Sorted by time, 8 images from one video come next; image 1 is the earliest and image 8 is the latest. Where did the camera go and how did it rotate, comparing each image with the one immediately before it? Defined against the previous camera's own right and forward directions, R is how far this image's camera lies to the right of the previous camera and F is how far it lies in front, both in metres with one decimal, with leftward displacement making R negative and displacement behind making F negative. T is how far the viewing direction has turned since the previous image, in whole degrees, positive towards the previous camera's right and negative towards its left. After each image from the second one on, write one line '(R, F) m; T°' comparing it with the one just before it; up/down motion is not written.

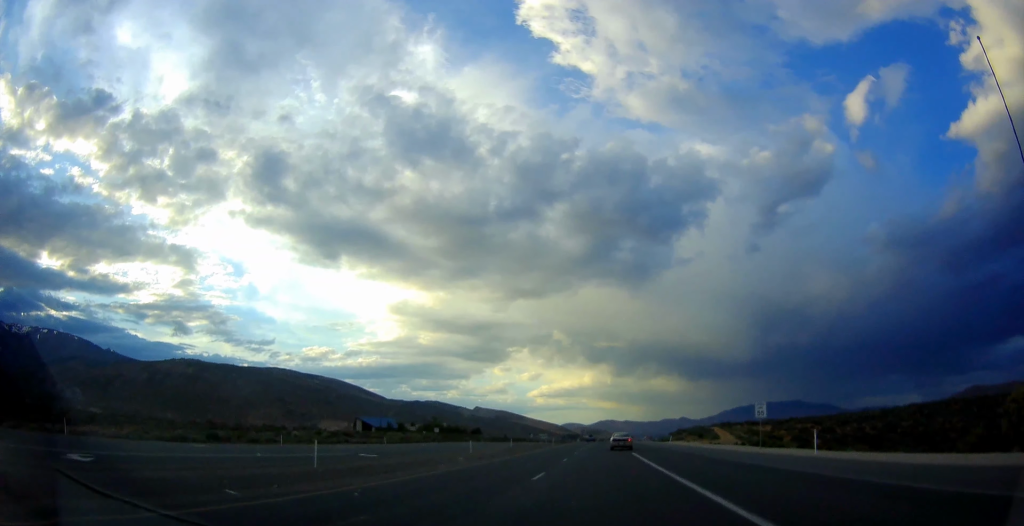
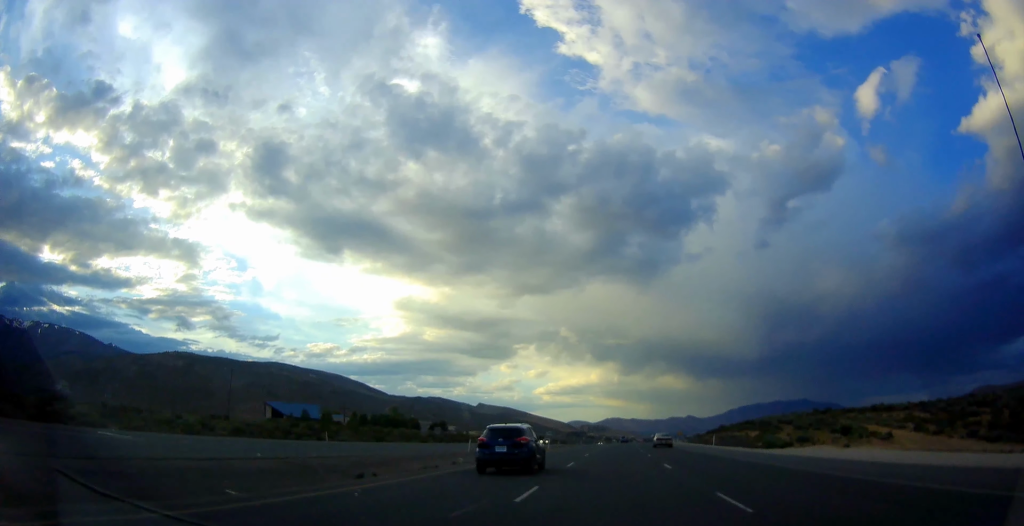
(-1.4, +95.9) m; +2°
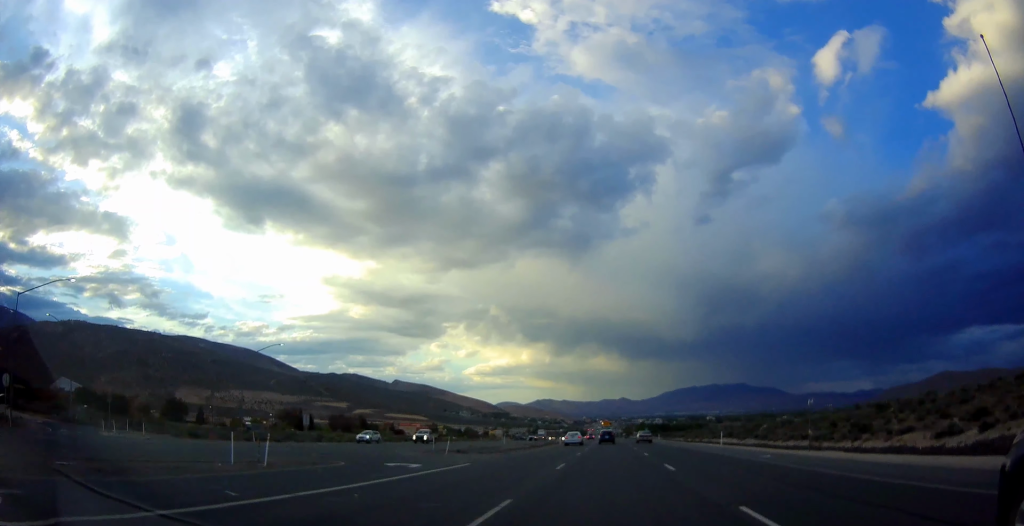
(+14.4, +325.1) m; +3°
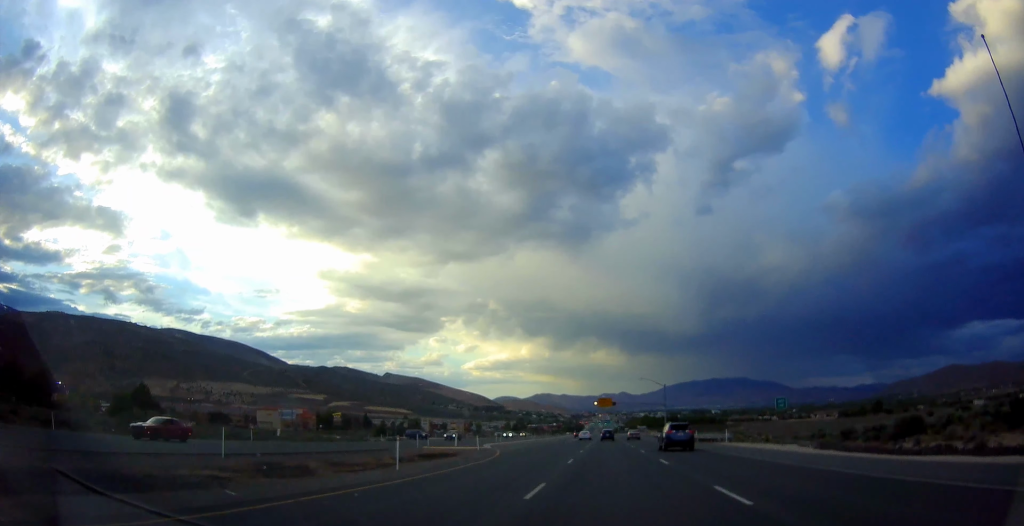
(+0.6, +142.5) m; 0°
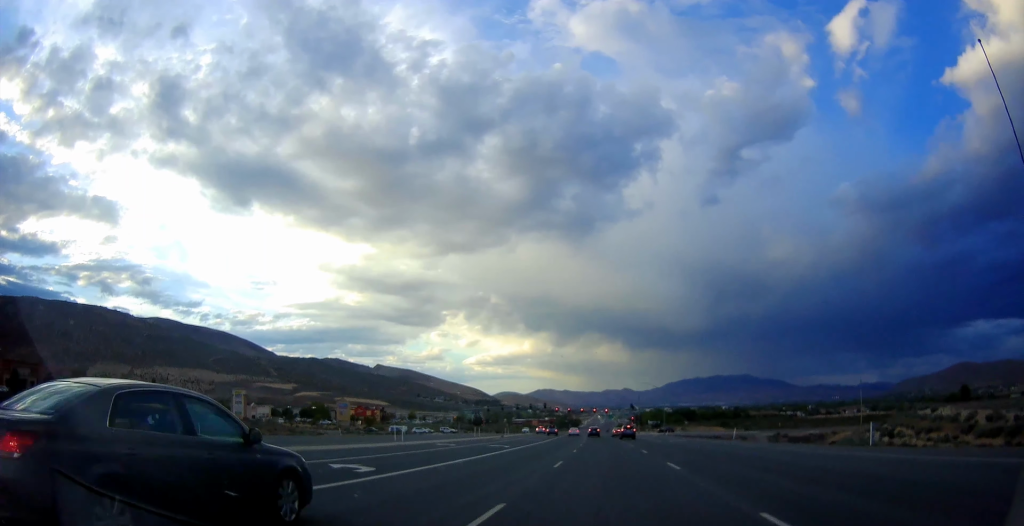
(-0.1, +115.7) m; 0°
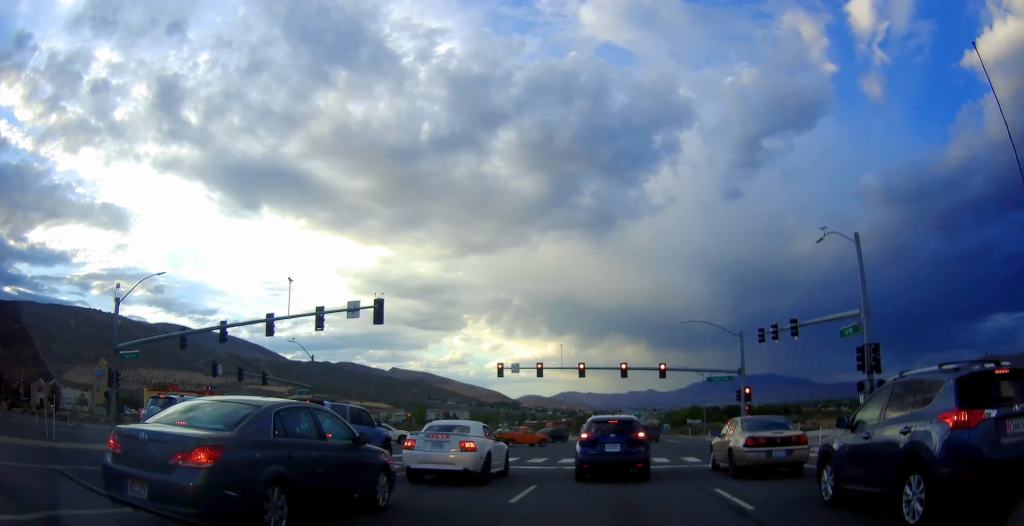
(-0.6, +76.5) m; 0°
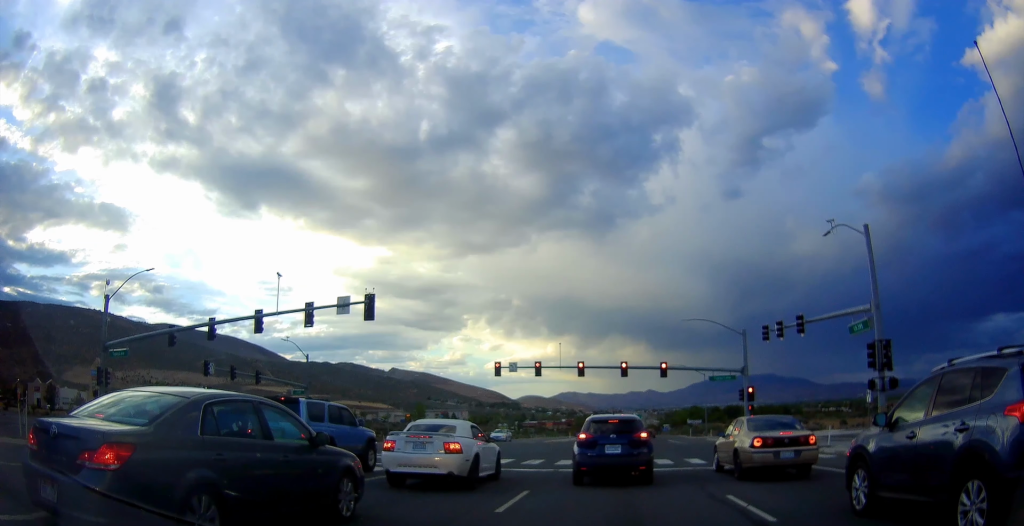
(0.0, +11.0) m; 0°
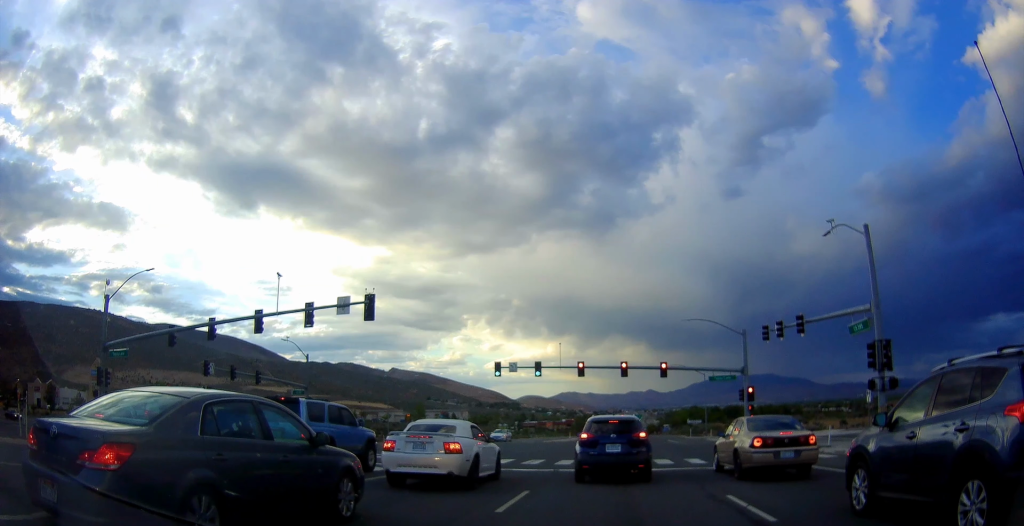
(+0.2, +5.7) m; 0°
